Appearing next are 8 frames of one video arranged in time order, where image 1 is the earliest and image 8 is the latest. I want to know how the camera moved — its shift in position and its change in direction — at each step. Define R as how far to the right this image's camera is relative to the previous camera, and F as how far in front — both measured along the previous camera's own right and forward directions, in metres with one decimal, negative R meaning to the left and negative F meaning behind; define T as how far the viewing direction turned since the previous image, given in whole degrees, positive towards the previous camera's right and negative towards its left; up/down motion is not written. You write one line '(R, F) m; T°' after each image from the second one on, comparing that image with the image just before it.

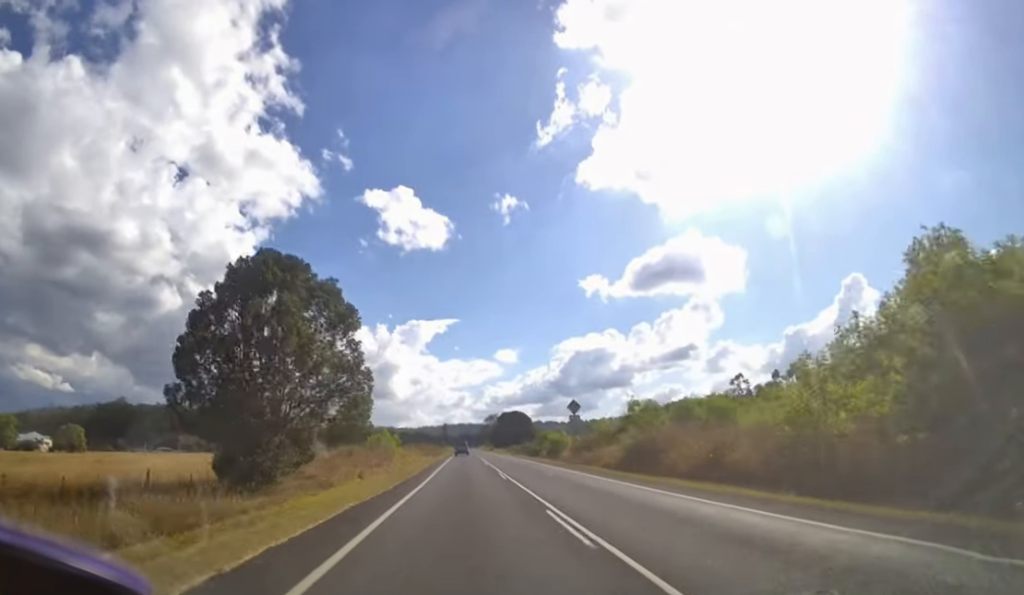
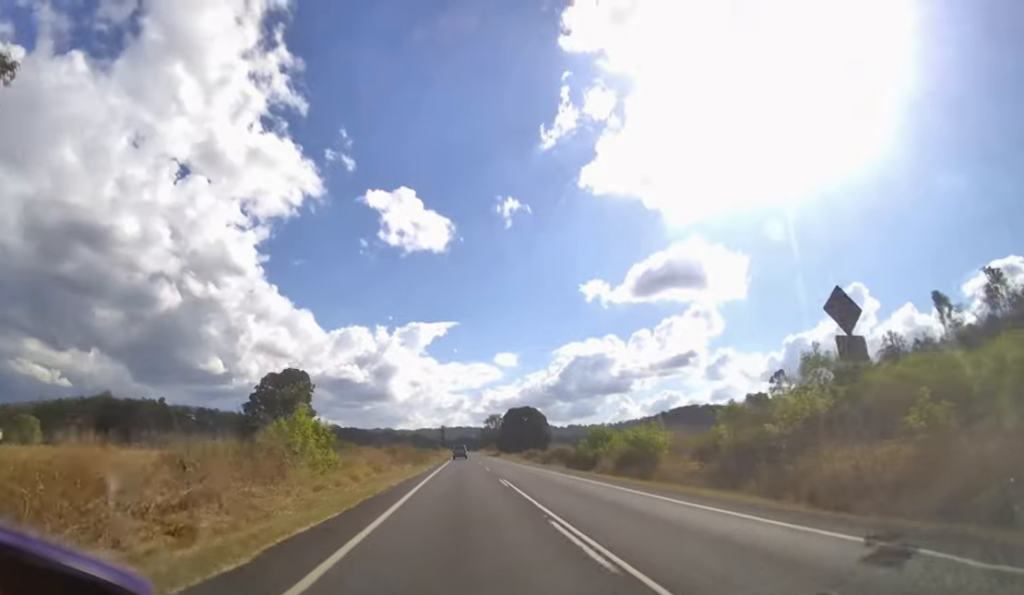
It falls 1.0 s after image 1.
(0.0, +23.9) m; 0°
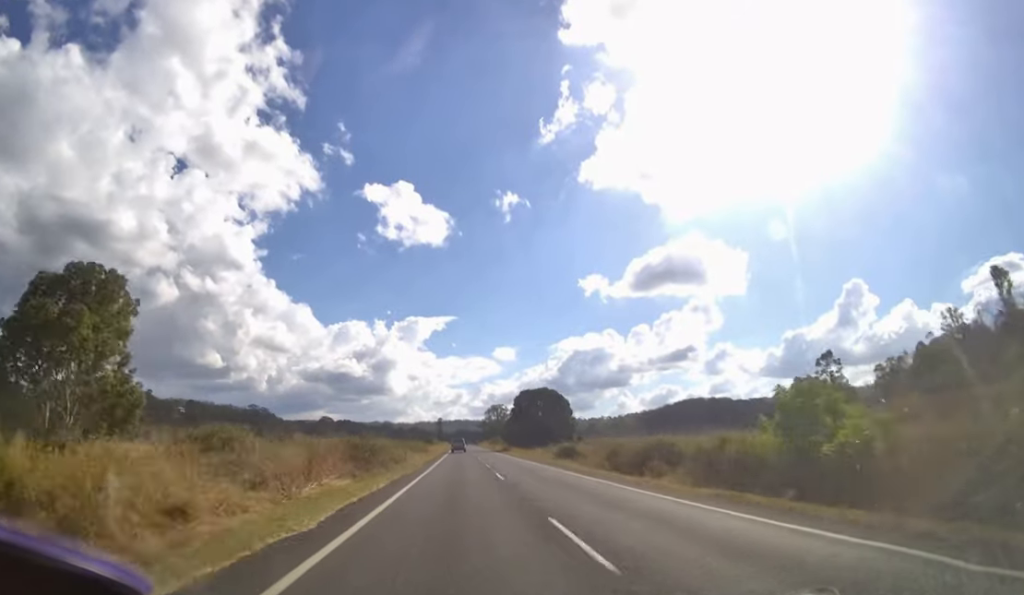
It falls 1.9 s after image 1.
(0.0, +20.3) m; 0°
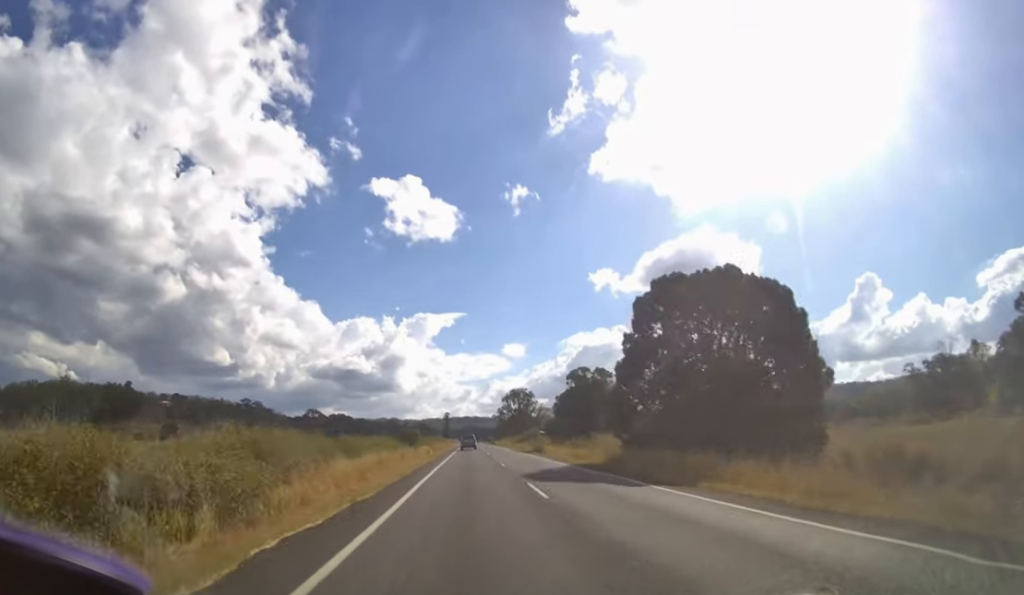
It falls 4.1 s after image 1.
(0.0, +49.9) m; 0°
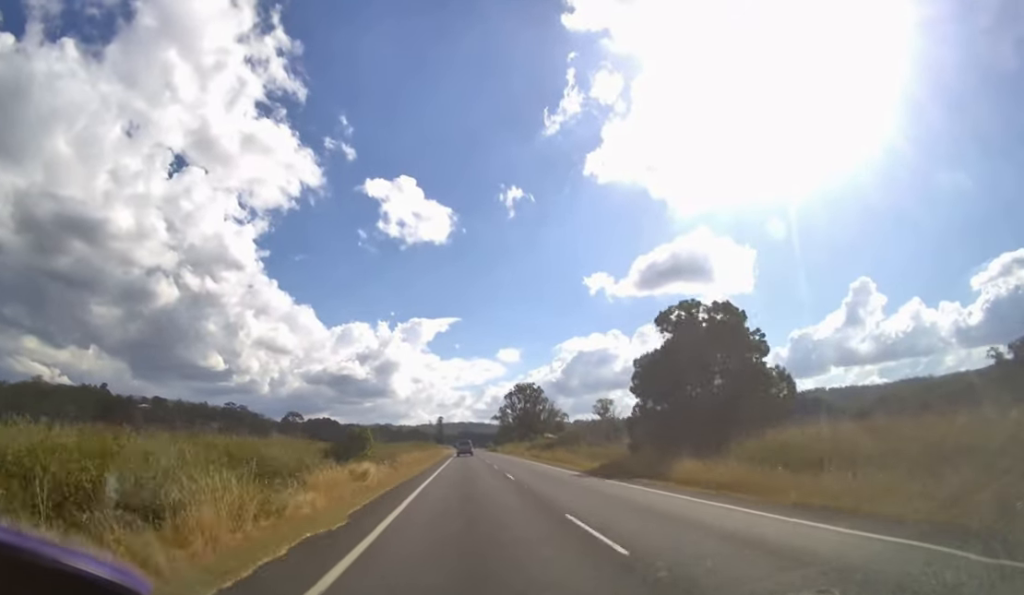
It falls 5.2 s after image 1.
(-0.1, +31.2) m; 0°
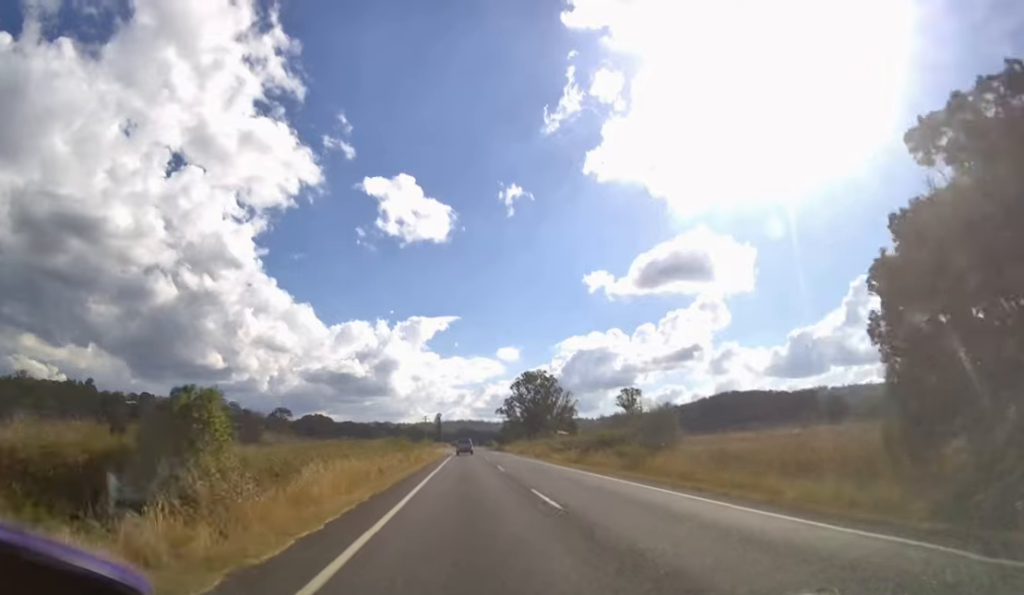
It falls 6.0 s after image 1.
(0.0, +22.9) m; 0°
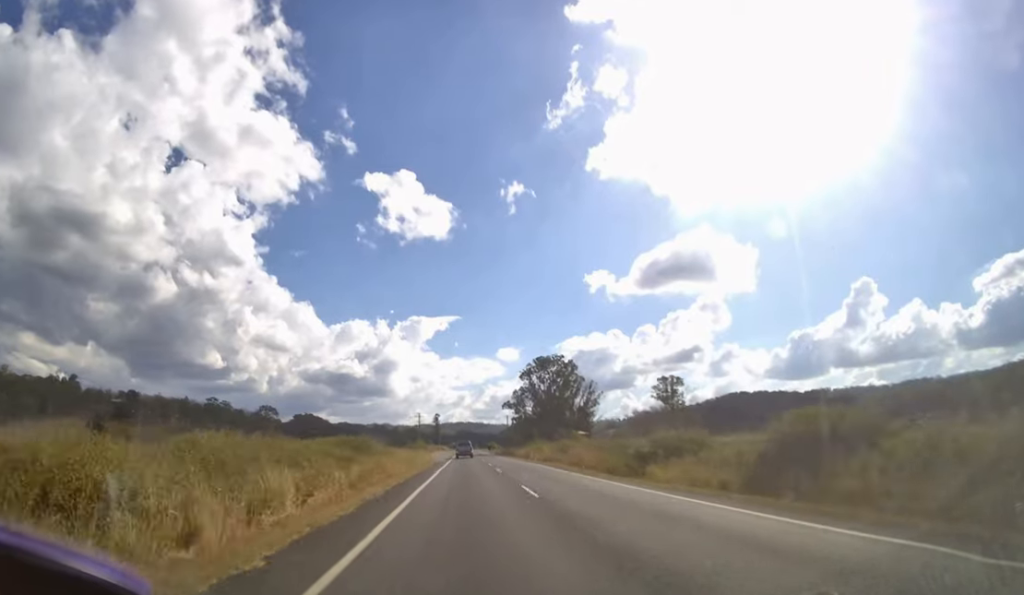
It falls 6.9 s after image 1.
(+0.1, +25.6) m; 0°
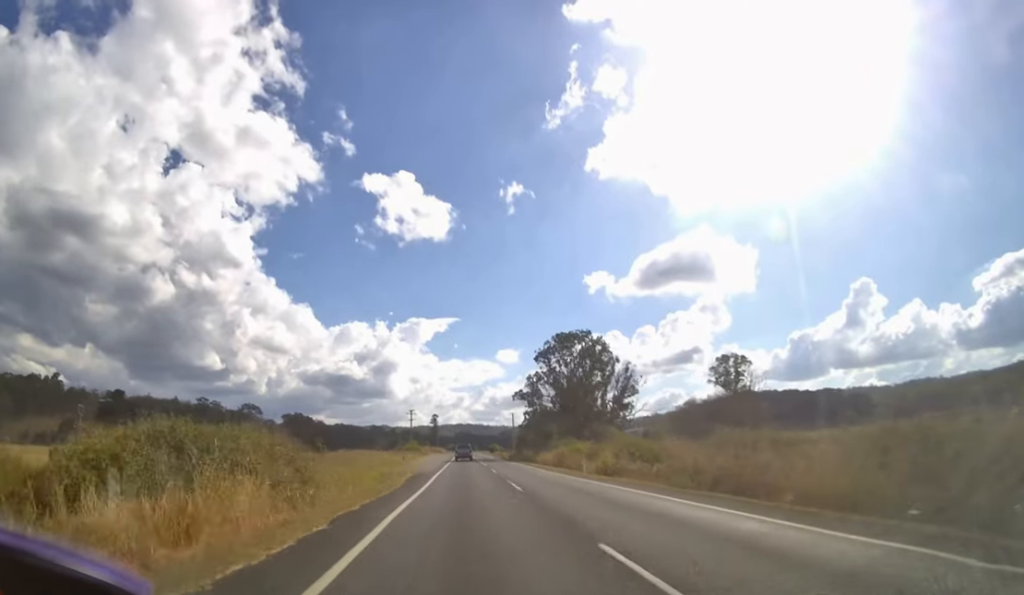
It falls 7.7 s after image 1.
(0.0, +24.5) m; 0°
